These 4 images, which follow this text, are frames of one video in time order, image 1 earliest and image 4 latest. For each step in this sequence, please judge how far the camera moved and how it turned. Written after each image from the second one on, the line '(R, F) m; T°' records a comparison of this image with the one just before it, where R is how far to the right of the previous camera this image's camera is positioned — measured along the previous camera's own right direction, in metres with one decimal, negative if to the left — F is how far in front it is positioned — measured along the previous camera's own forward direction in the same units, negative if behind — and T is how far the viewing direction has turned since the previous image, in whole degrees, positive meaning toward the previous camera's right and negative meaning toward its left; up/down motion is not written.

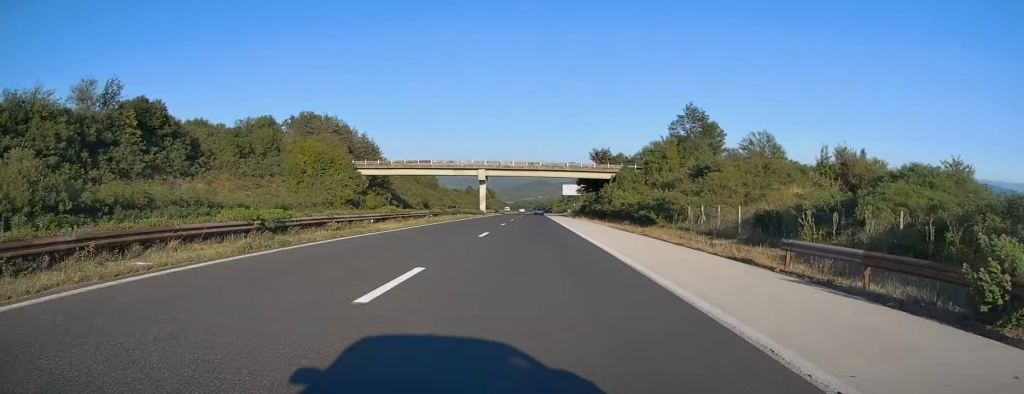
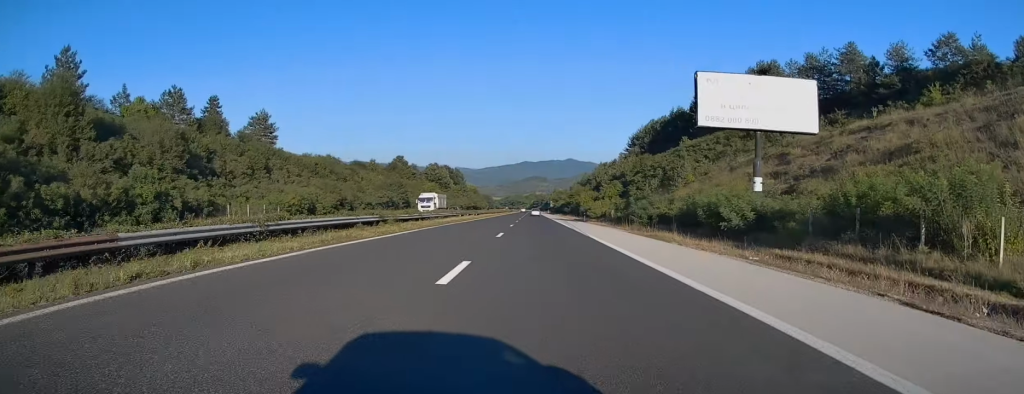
(-0.7, +189.7) m; 0°
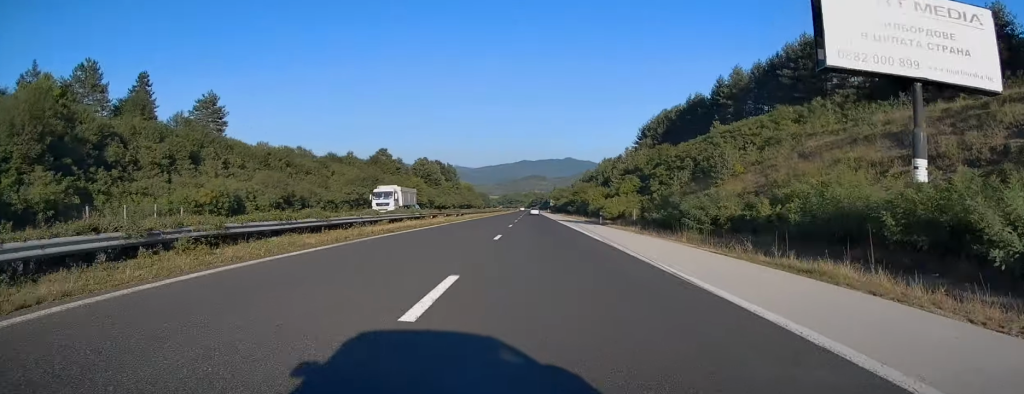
(0.0, +19.0) m; 0°
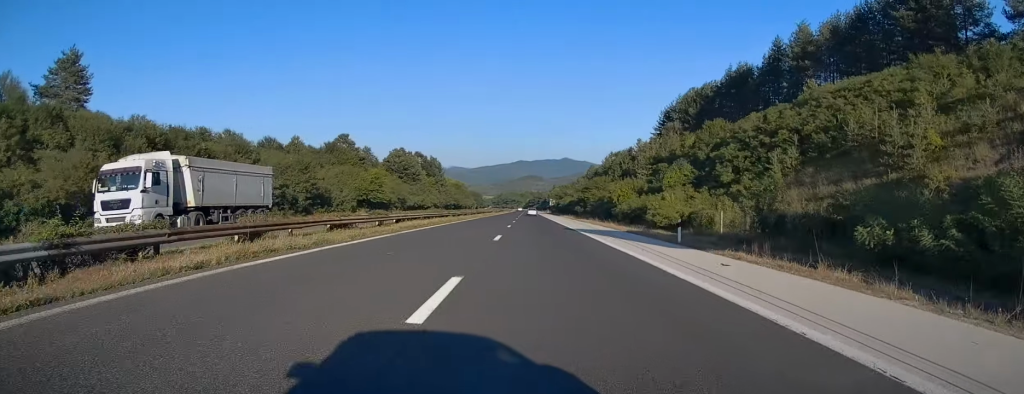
(-0.3, +32.1) m; 0°
